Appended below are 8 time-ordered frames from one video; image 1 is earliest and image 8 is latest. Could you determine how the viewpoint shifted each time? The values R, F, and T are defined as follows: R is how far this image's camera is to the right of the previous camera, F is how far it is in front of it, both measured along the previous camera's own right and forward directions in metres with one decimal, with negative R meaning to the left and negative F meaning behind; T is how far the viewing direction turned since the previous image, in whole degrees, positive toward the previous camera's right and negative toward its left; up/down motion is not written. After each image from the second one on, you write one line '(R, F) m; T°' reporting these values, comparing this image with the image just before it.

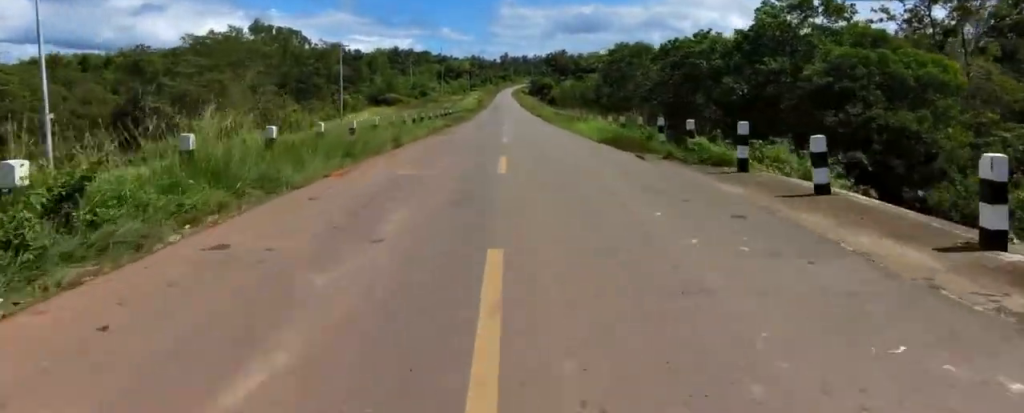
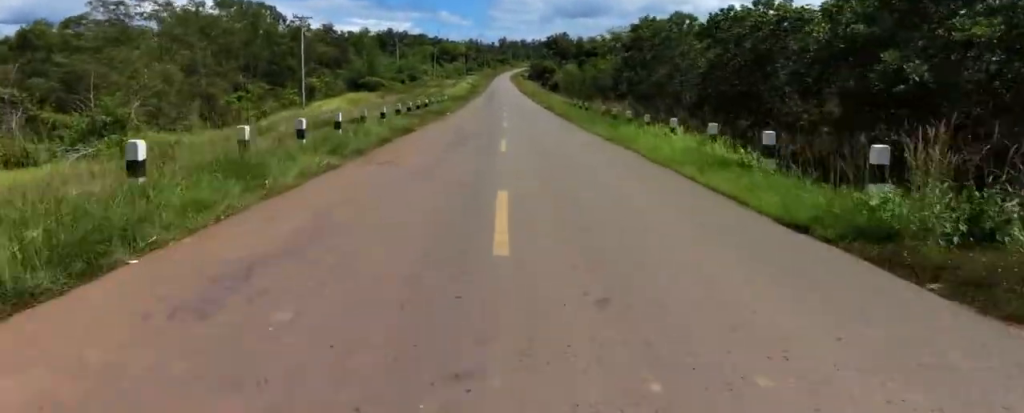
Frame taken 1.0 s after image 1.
(+0.5, +13.8) m; 0°
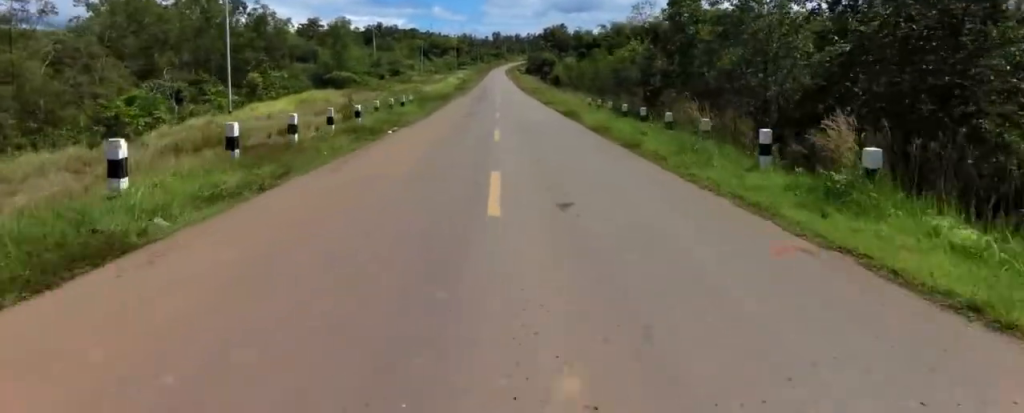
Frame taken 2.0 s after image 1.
(-0.5, +15.1) m; 0°
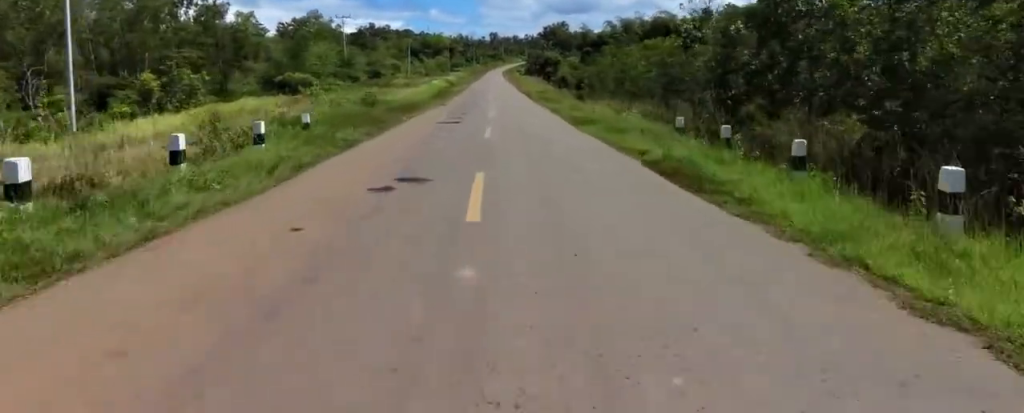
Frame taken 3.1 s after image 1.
(+0.3, +16.4) m; -2°
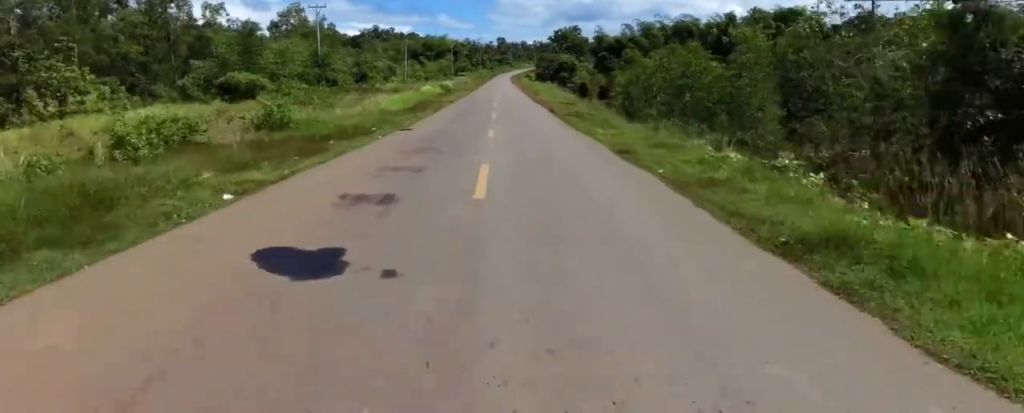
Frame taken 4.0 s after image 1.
(-0.8, +14.2) m; 0°
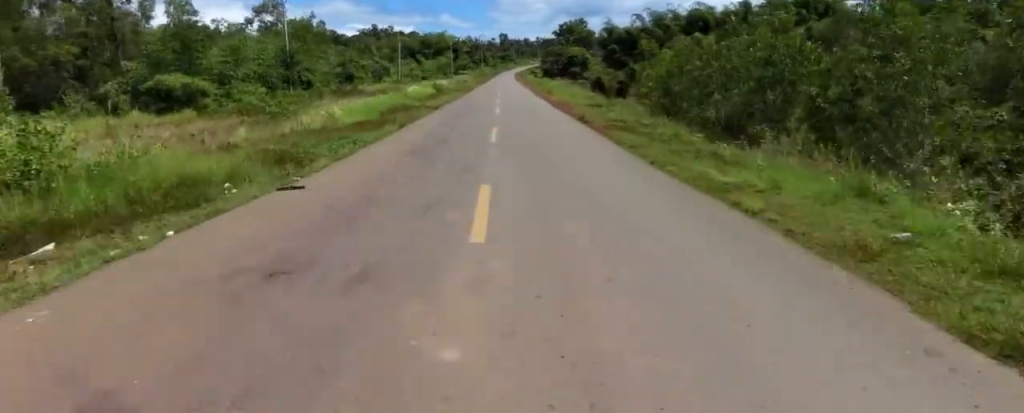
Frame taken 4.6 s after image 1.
(+0.9, +10.3) m; 0°
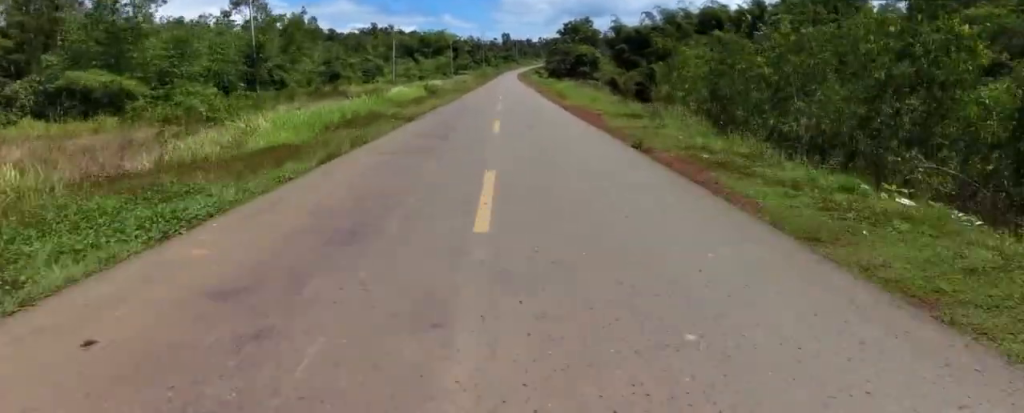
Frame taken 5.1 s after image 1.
(-0.1, +7.7) m; 0°
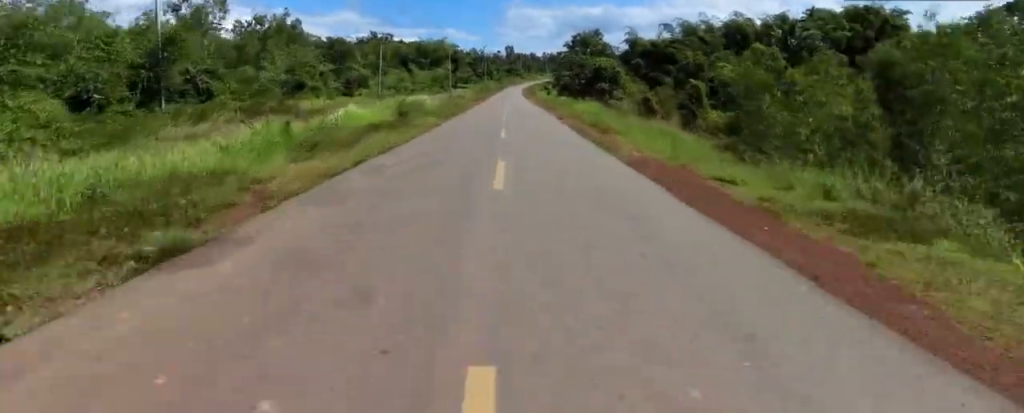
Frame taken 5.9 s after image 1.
(-0.9, +13.3) m; -1°
